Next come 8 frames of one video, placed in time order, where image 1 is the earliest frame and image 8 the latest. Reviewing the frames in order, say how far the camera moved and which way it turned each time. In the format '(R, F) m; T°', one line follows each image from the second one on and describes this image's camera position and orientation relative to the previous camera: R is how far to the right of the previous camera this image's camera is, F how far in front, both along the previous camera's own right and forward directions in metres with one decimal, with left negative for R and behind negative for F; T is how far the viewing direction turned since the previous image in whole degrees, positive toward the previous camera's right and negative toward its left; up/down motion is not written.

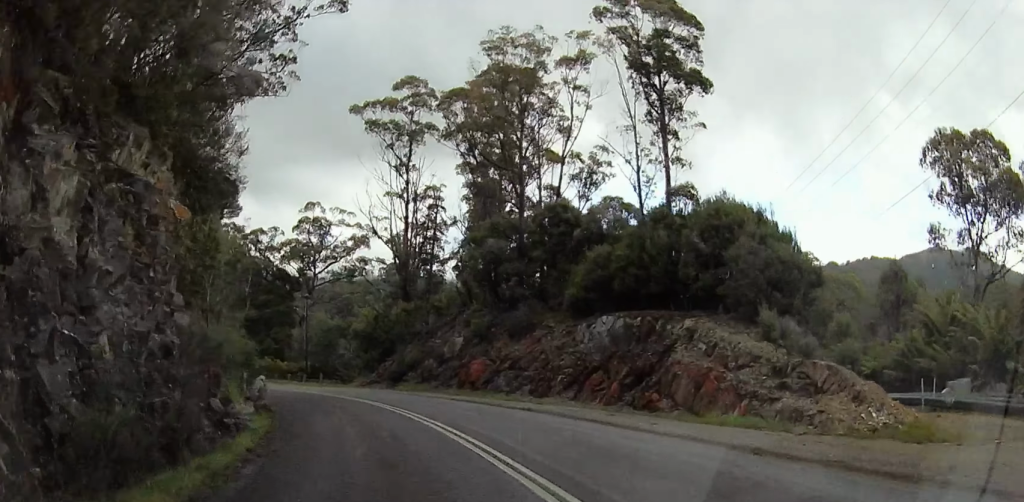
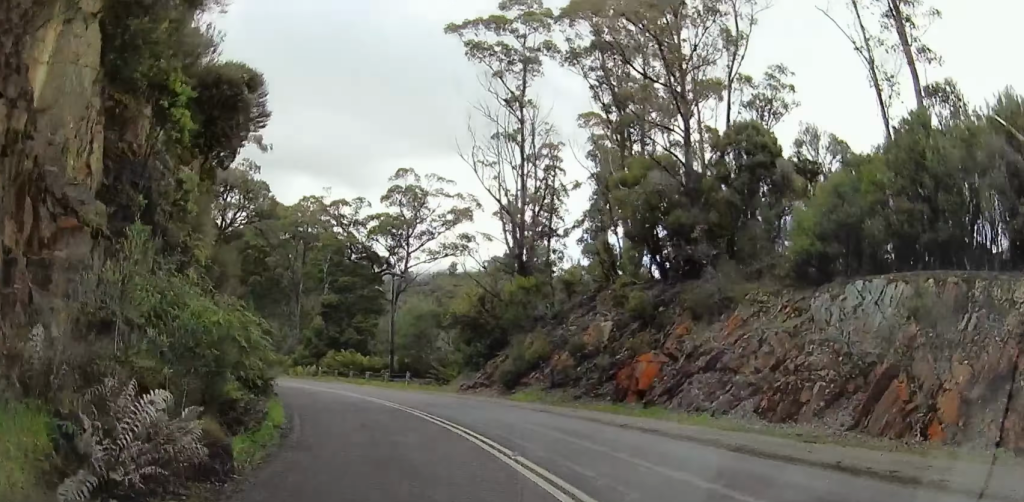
(-1.0, +11.8) m; -7°
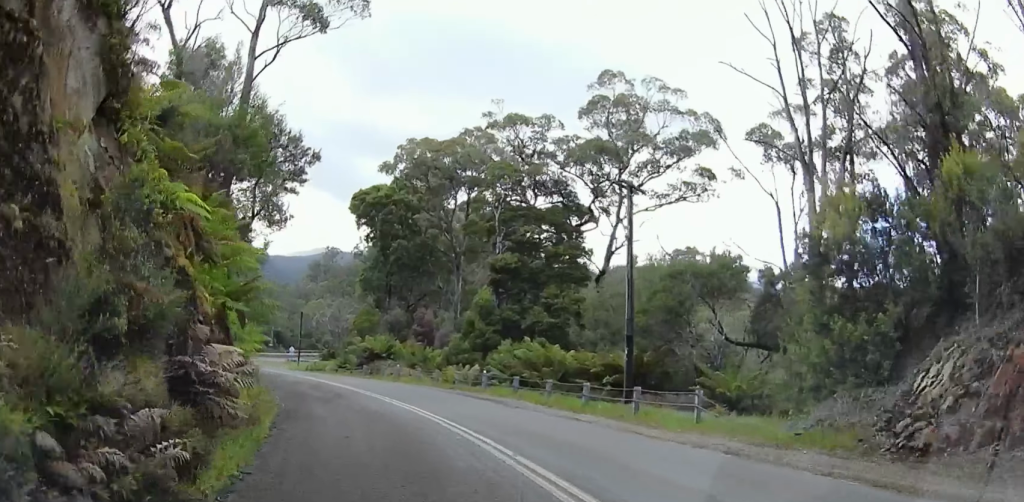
(-1.5, +22.6) m; -7°
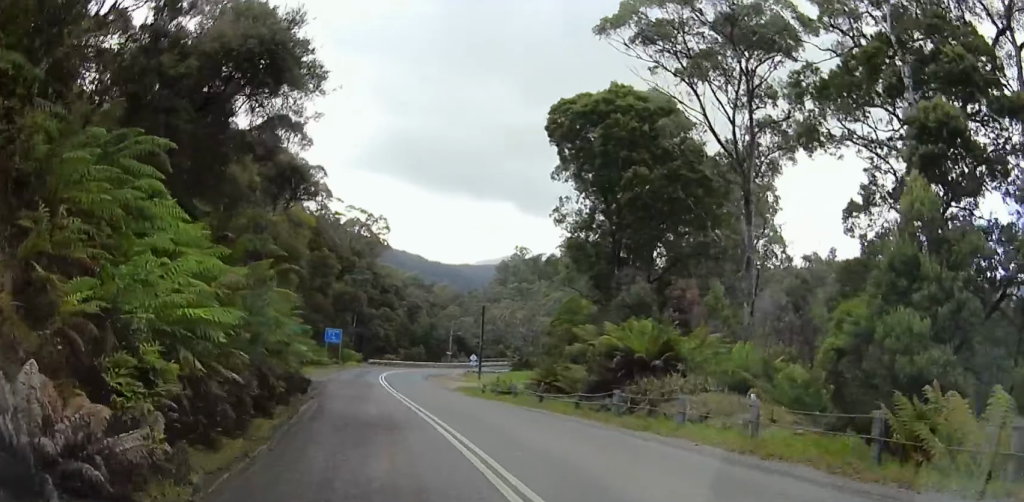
(-3.0, +25.0) m; -20°
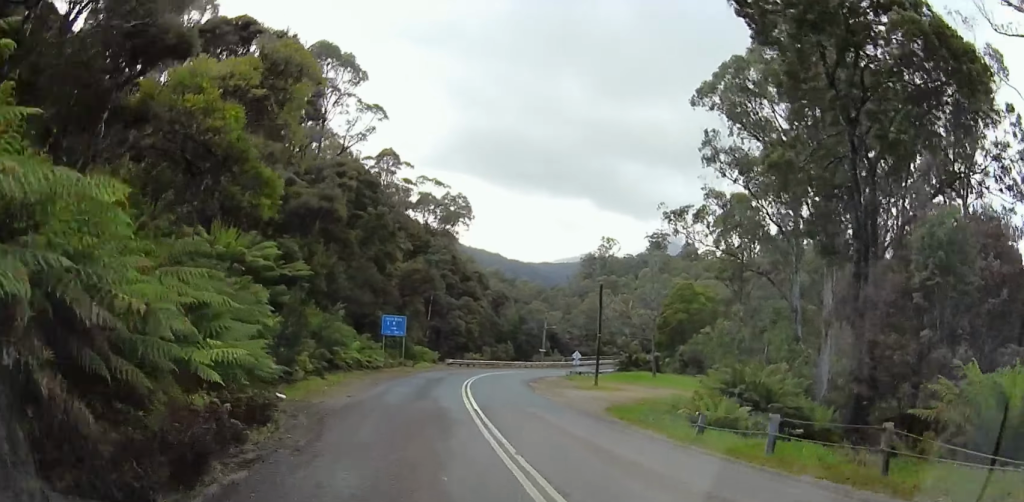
(-3.0, +18.1) m; -11°
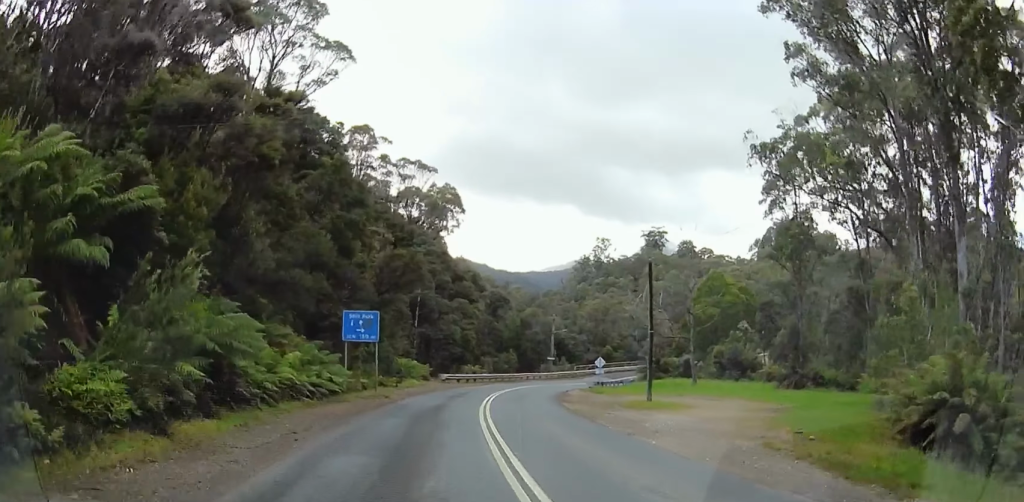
(-0.3, +14.2) m; +2°
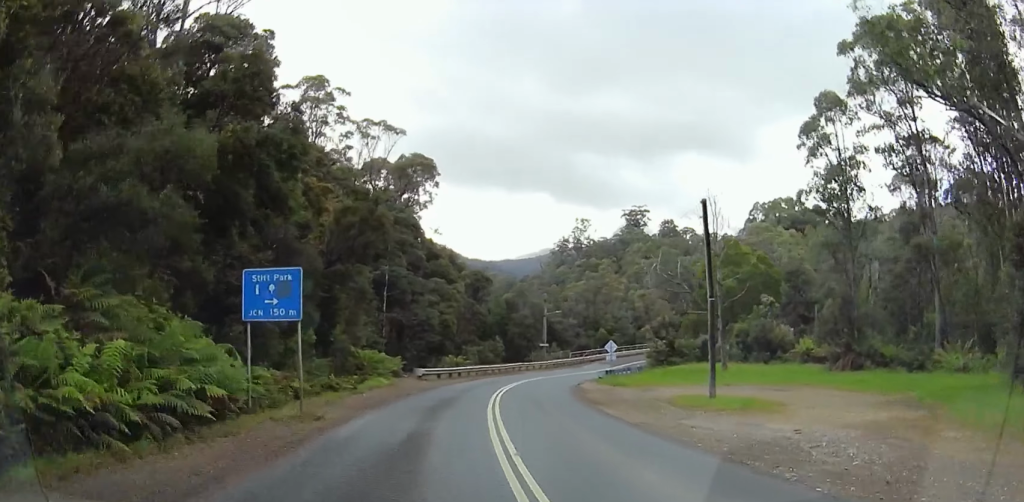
(+0.6, +11.4) m; +3°
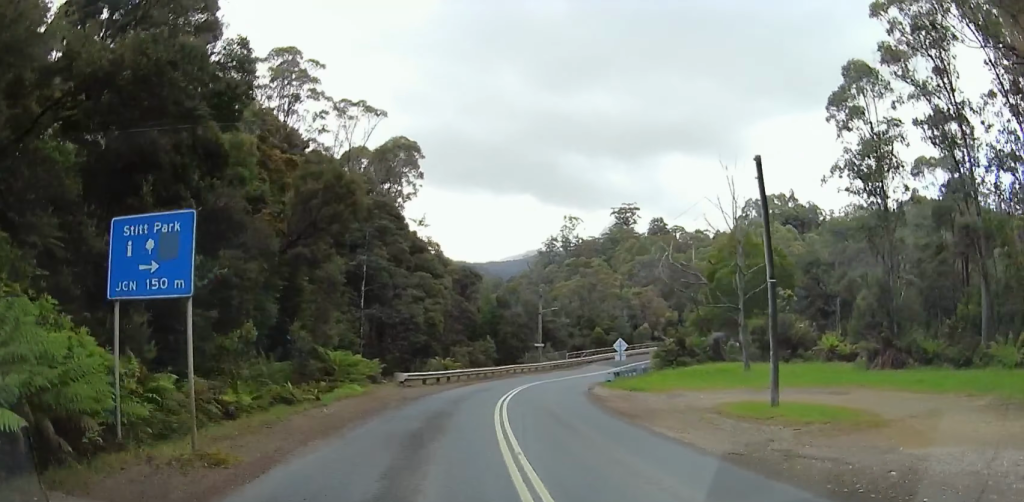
(0.0, +6.2) m; 0°
